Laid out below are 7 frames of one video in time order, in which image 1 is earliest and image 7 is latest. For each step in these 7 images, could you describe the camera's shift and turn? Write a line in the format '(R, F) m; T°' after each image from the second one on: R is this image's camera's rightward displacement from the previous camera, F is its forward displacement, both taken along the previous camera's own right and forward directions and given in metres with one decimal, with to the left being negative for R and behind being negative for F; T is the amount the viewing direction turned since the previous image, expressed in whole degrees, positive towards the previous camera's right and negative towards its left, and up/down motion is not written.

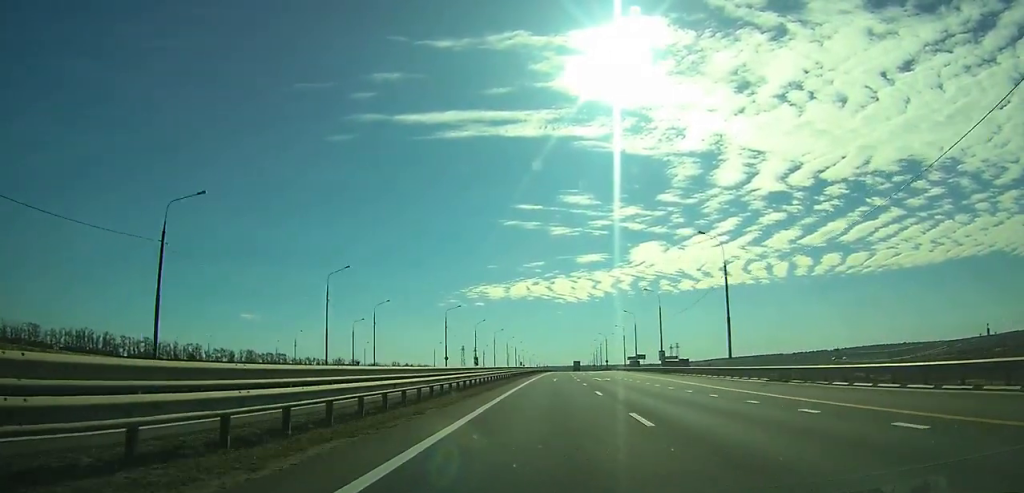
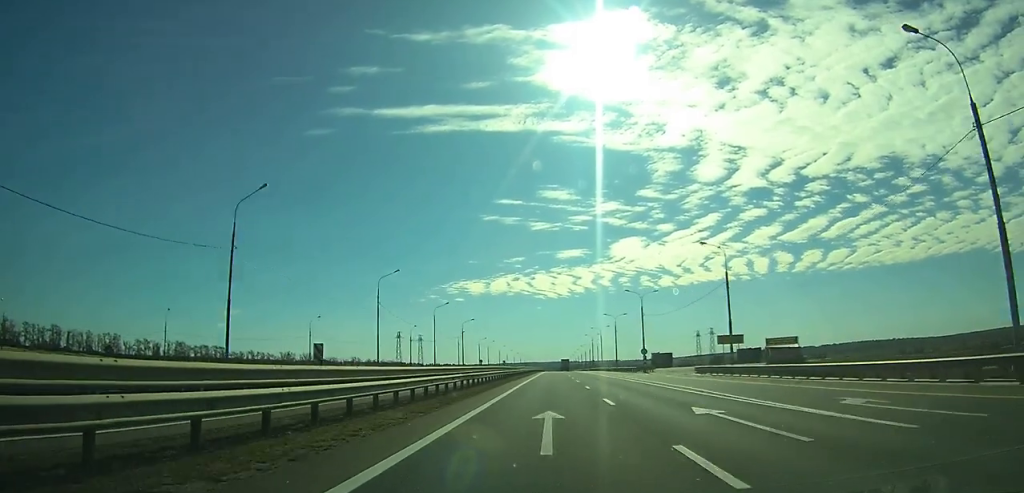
(+1.7, +96.9) m; +1°
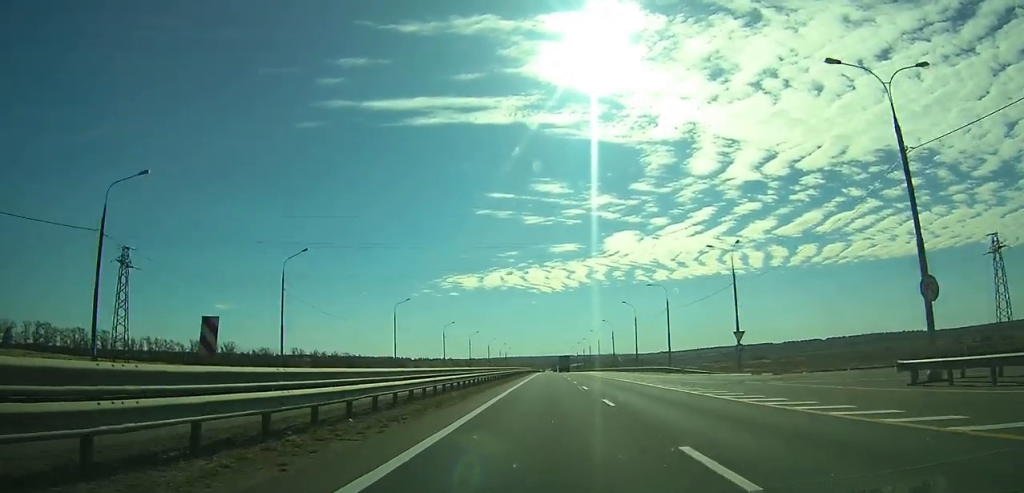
(+2.3, +165.7) m; +1°
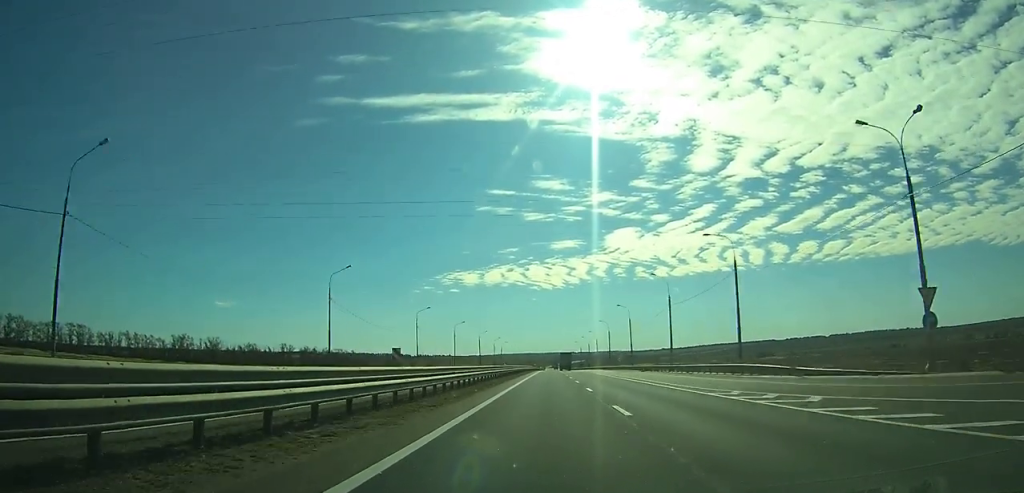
(-0.1, +27.5) m; 0°
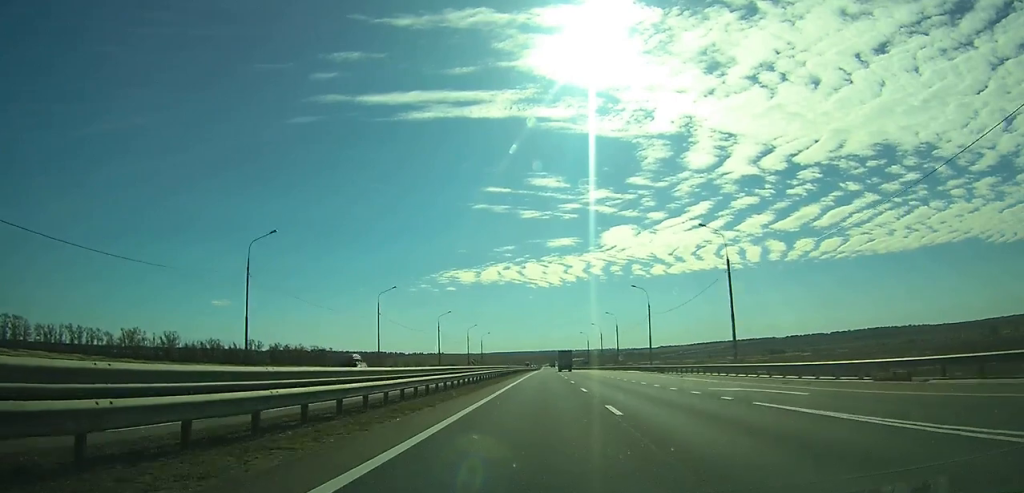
(+0.1, +59.6) m; 0°
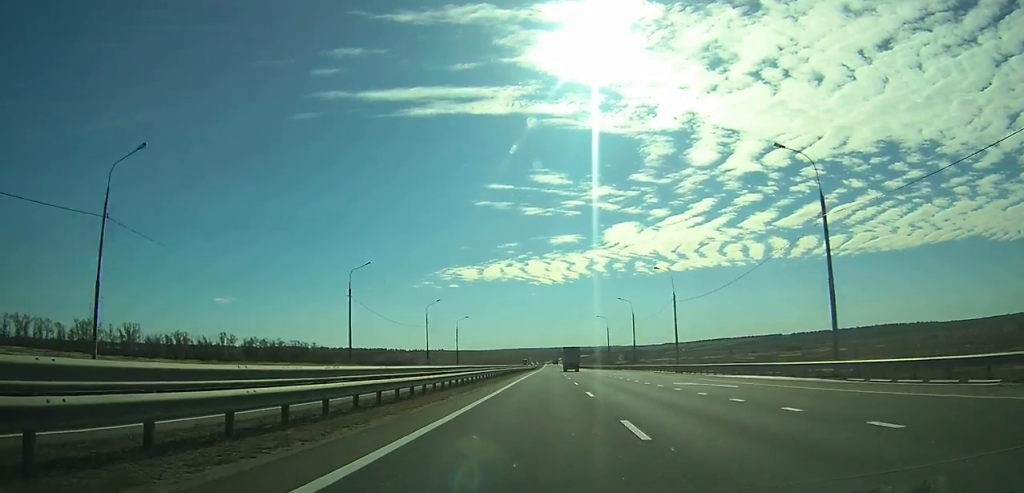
(-0.1, +52.2) m; 0°
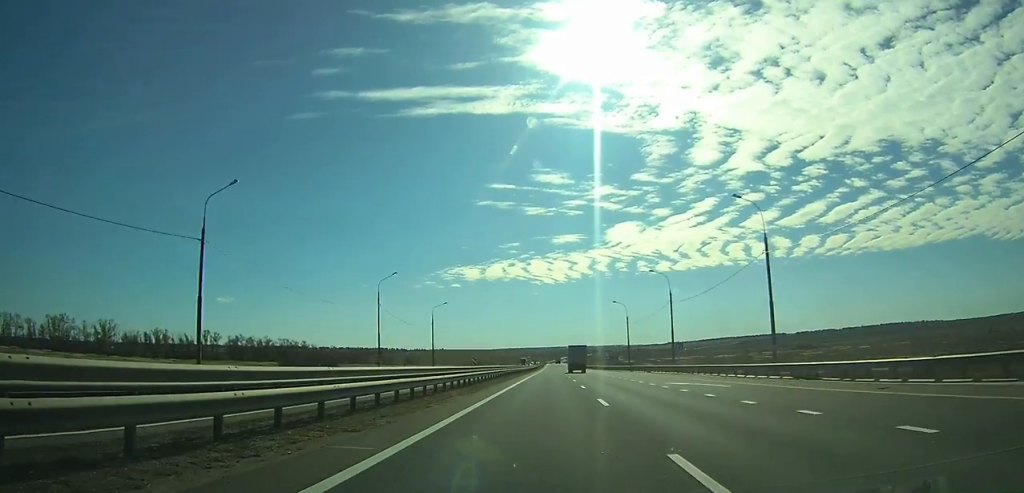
(0.0, +28.4) m; 0°
